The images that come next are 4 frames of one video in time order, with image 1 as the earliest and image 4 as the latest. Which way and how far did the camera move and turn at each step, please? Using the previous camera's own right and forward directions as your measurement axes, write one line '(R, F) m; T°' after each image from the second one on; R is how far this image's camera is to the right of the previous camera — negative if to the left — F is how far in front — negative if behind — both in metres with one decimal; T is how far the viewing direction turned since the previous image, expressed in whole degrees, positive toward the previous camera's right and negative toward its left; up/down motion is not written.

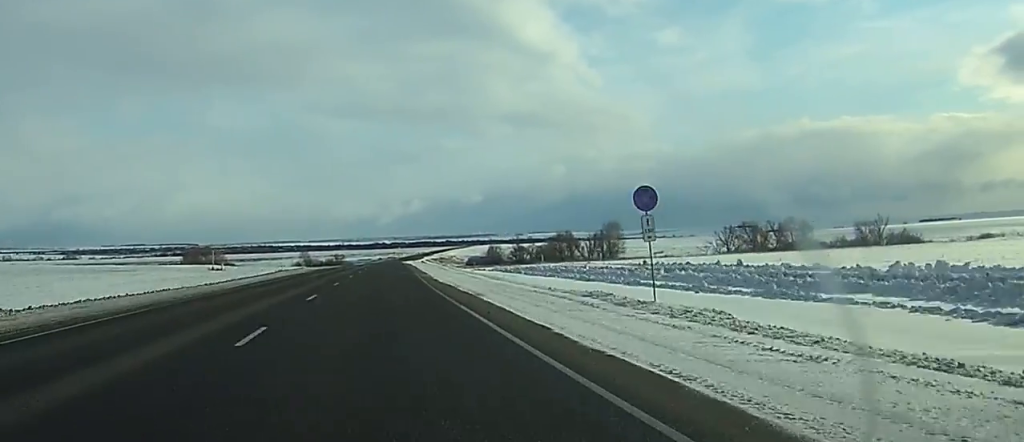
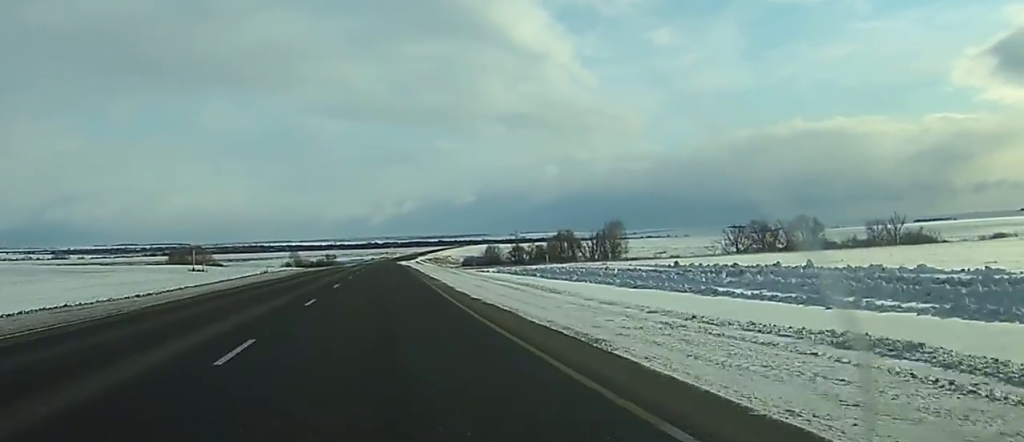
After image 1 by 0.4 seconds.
(0.0, +13.7) m; 0°
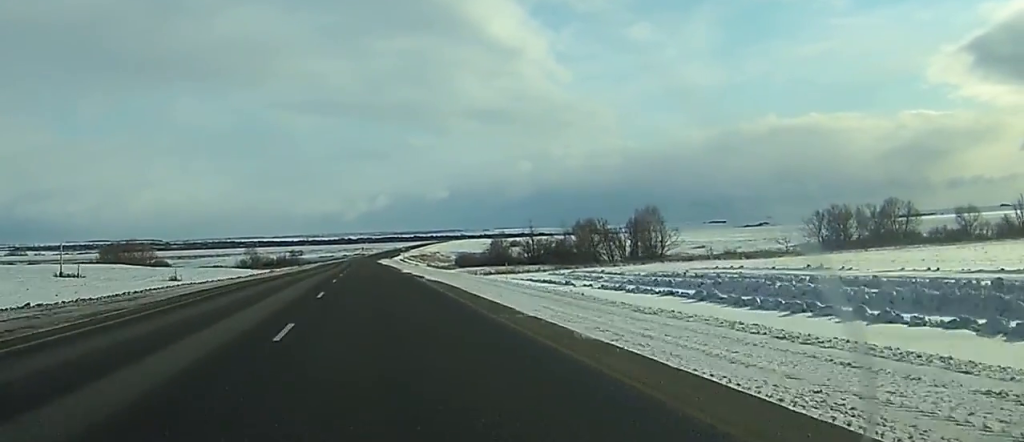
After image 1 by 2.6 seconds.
(+1.3, +68.6) m; +2°
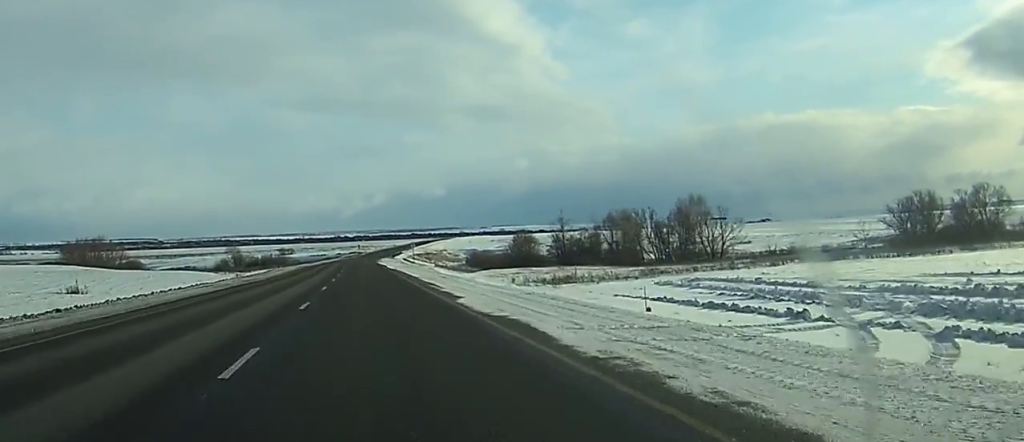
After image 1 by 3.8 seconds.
(+0.4, +39.3) m; +1°
